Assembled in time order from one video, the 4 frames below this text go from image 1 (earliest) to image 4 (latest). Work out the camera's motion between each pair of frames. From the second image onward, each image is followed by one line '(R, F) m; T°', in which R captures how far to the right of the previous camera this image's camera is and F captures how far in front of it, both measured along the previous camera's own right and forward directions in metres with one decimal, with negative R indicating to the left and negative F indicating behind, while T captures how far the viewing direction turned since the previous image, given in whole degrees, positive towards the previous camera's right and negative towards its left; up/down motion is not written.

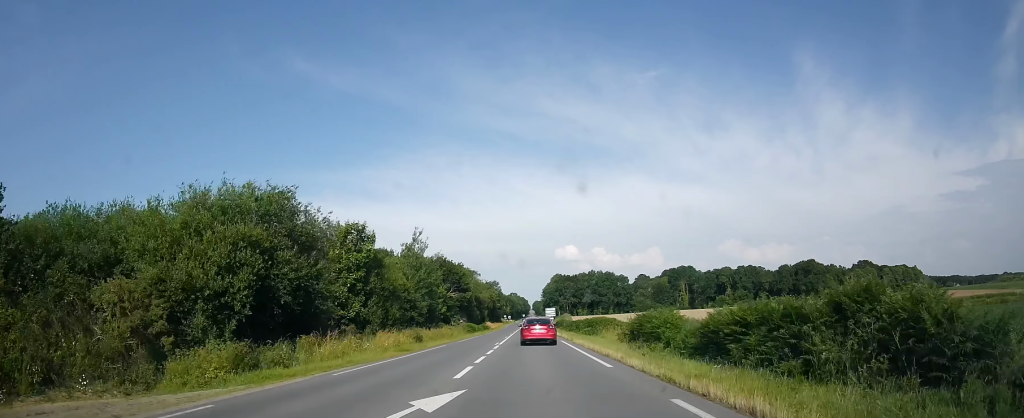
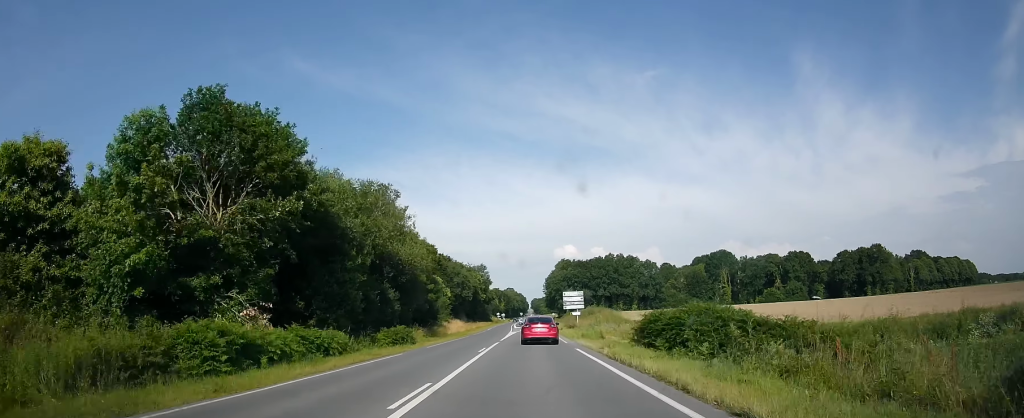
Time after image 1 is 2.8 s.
(0.0, +60.7) m; 0°
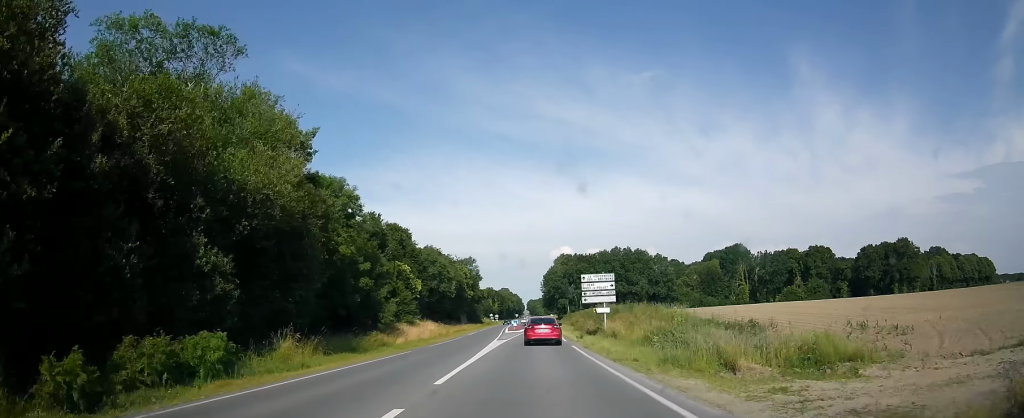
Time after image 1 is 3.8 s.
(-0.6, +21.8) m; -1°
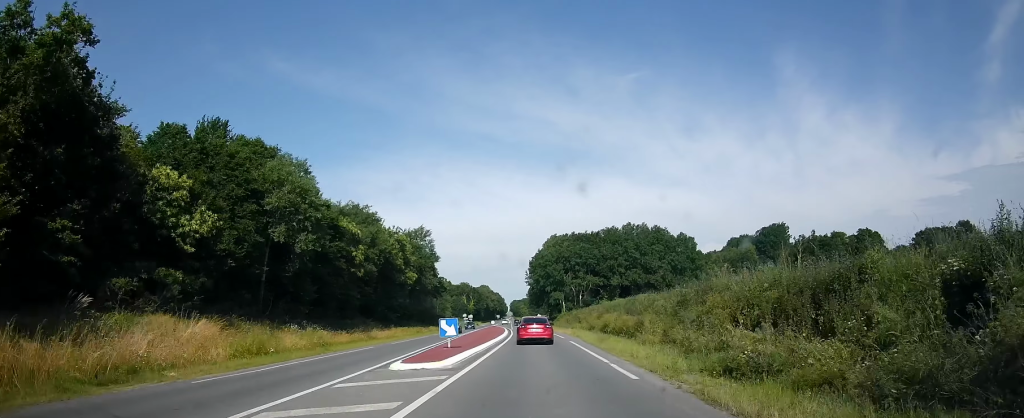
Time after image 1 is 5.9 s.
(0.0, +45.2) m; 0°
